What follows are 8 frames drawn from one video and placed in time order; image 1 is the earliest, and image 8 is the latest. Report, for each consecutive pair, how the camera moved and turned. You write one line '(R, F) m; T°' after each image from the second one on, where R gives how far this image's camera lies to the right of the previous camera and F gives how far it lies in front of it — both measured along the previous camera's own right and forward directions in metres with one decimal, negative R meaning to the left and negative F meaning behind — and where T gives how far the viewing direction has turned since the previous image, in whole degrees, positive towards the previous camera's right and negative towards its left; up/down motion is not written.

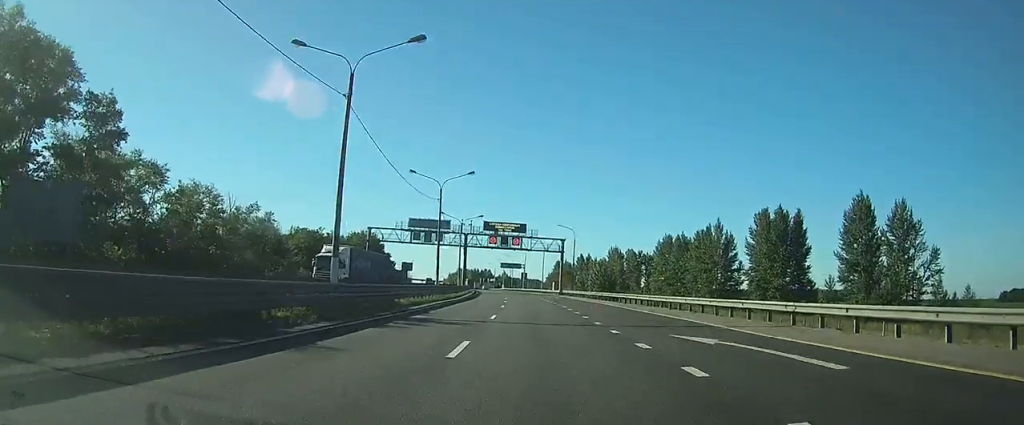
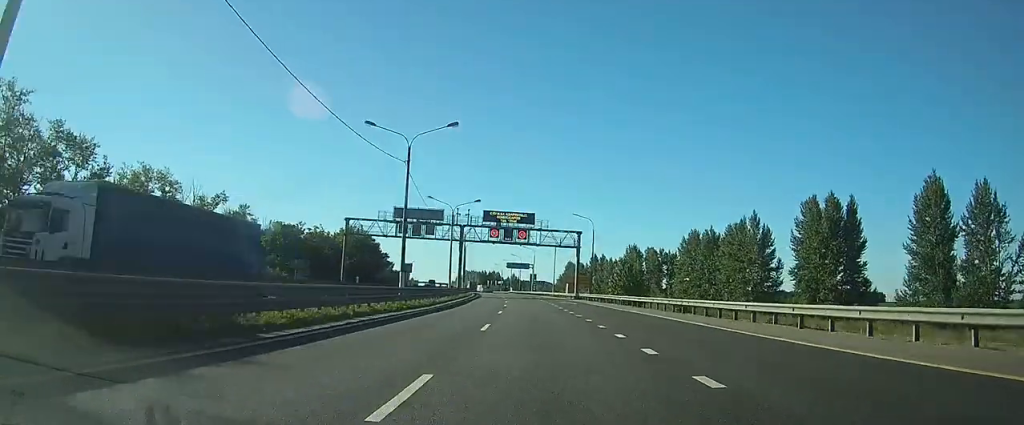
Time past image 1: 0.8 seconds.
(+0.1, +17.0) m; -2°
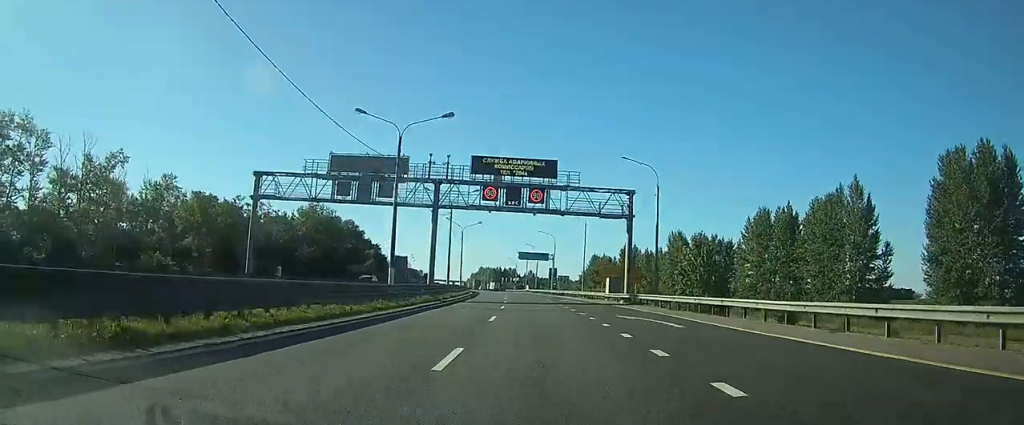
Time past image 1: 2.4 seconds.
(-1.1, +33.0) m; -2°
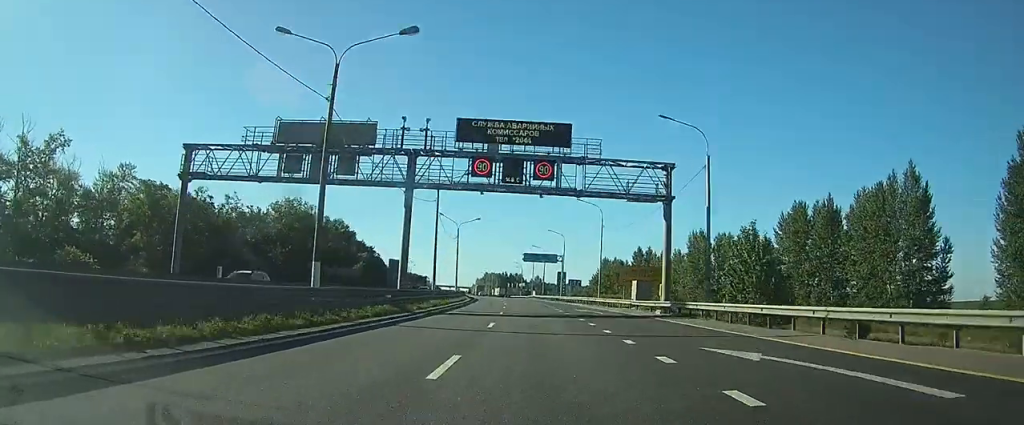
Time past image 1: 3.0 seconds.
(0.0, +12.5) m; 0°
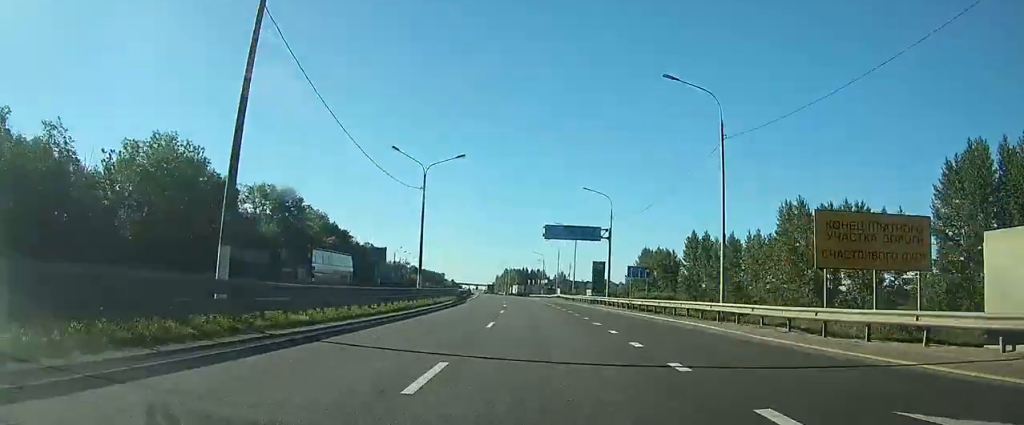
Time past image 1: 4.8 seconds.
(-0.4, +37.2) m; -1°
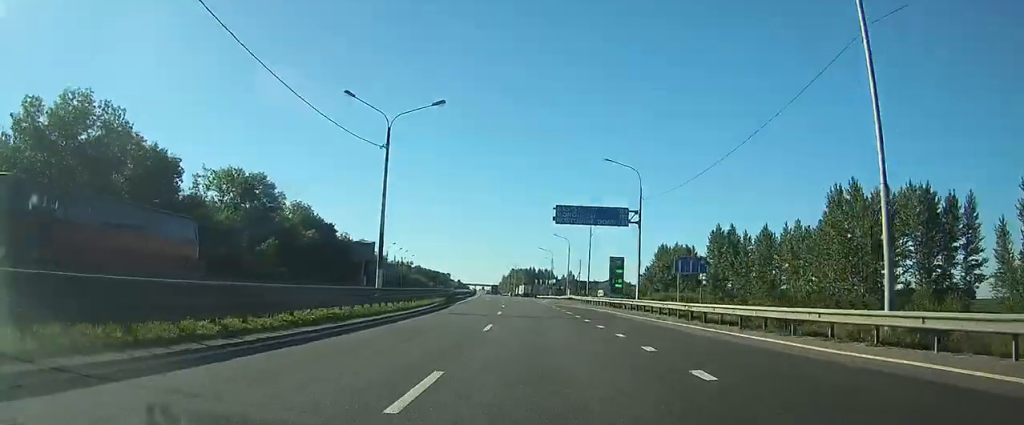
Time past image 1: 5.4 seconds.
(-0.1, +13.0) m; -1°
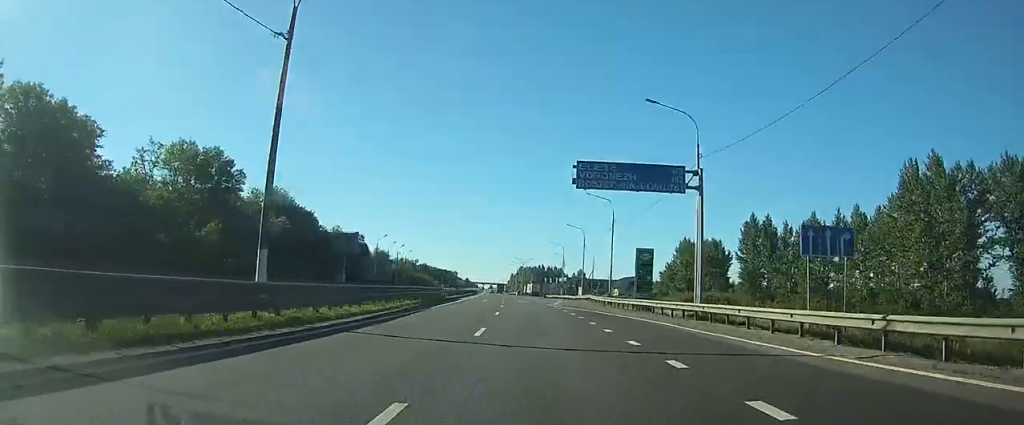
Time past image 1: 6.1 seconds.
(-0.1, +14.4) m; -1°
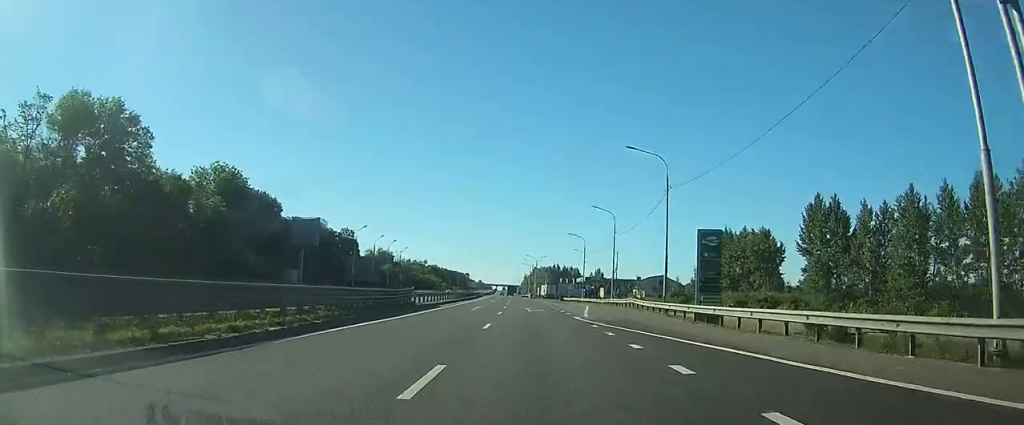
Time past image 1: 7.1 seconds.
(-0.3, +20.6) m; -1°
